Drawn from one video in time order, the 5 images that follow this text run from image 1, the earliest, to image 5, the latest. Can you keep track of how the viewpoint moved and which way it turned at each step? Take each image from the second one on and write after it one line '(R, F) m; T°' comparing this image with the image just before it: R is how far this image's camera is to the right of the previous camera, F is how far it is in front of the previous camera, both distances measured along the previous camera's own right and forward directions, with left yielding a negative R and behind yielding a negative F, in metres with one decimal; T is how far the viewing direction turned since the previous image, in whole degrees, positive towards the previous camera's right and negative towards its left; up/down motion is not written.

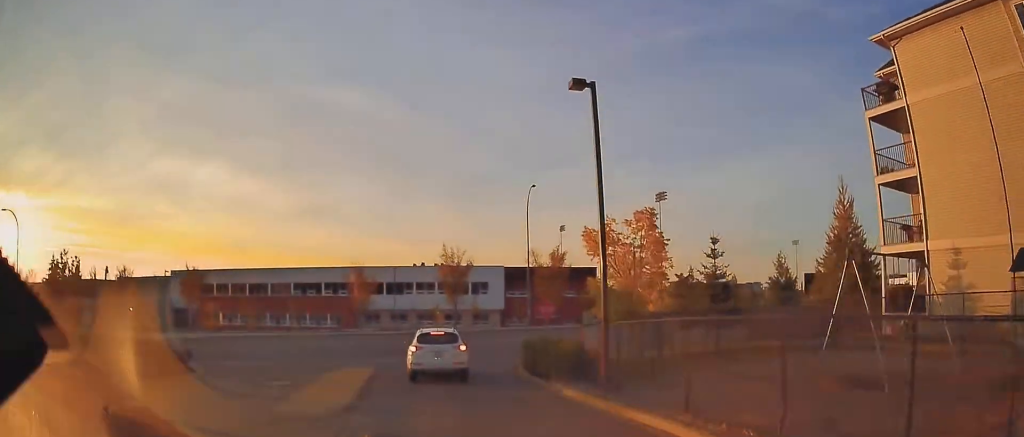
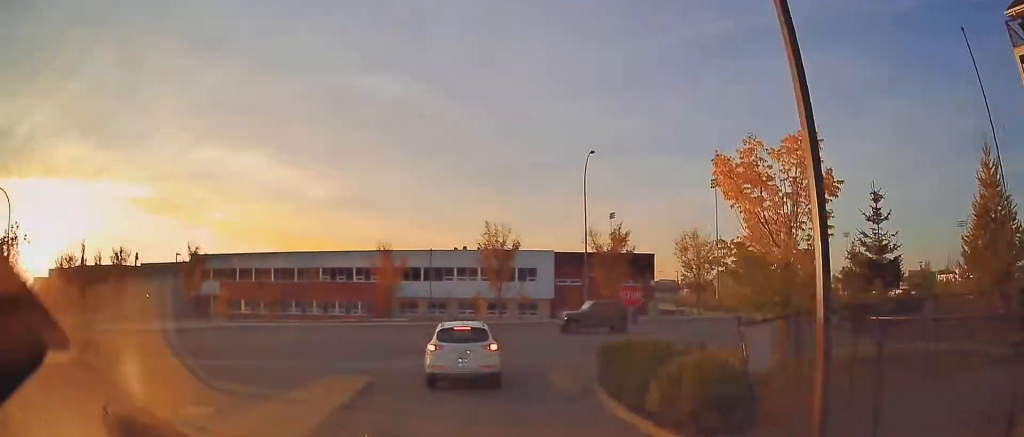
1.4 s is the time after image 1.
(+0.1, +6.0) m; +2°
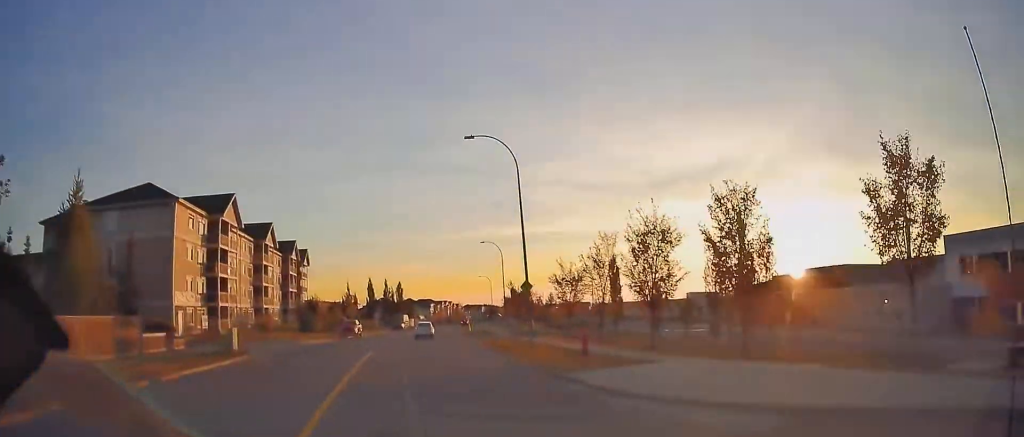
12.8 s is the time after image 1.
(-26.4, +27.4) m; -89°
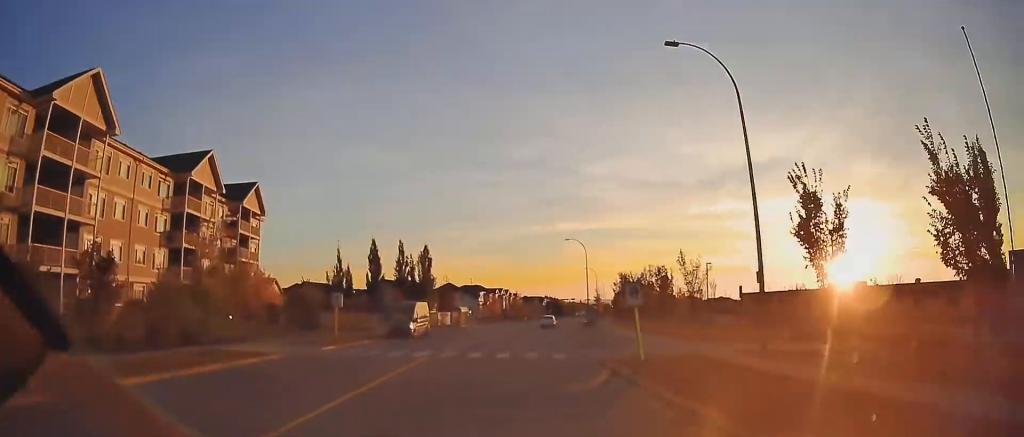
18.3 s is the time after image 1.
(-3.2, +54.7) m; -1°
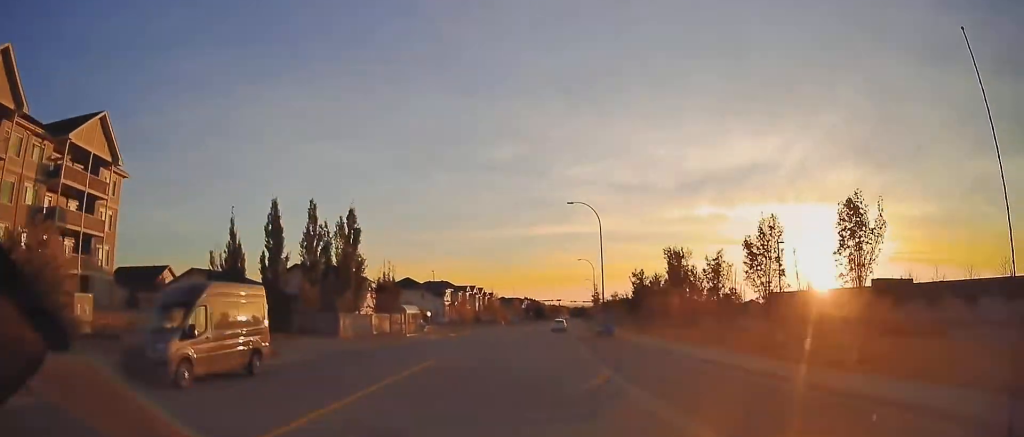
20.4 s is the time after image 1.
(+0.6, +25.9) m; +3°
